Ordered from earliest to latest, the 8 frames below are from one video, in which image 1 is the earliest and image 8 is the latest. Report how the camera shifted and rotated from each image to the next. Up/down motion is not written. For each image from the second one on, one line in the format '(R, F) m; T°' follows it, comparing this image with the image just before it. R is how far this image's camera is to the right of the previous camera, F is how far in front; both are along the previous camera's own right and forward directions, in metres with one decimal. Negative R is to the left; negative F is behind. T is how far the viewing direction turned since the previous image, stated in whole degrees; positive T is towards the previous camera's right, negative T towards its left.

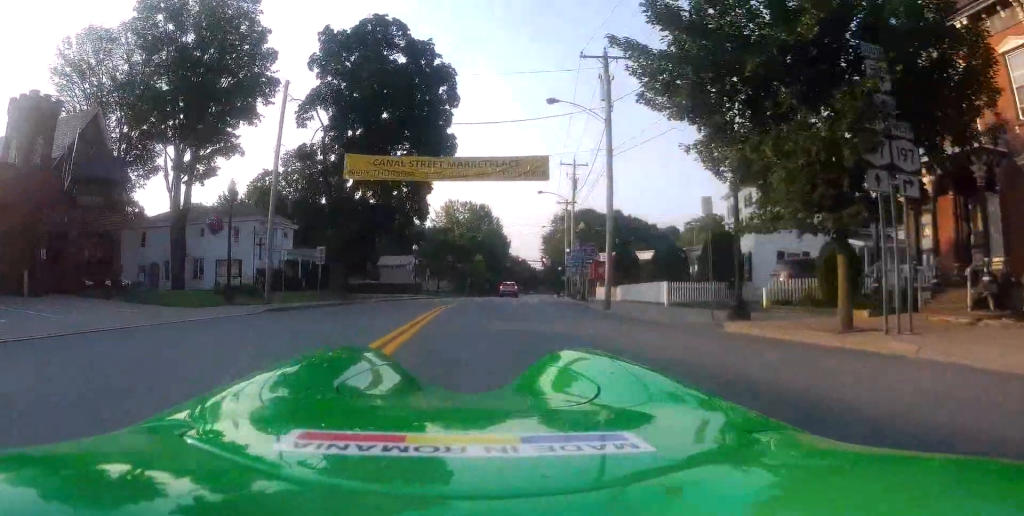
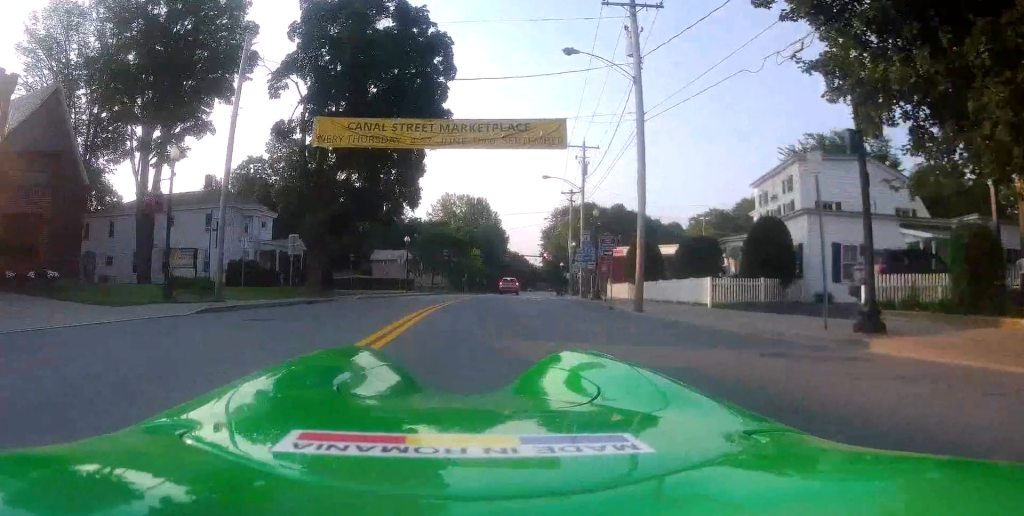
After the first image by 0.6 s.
(0.0, +5.1) m; +1°
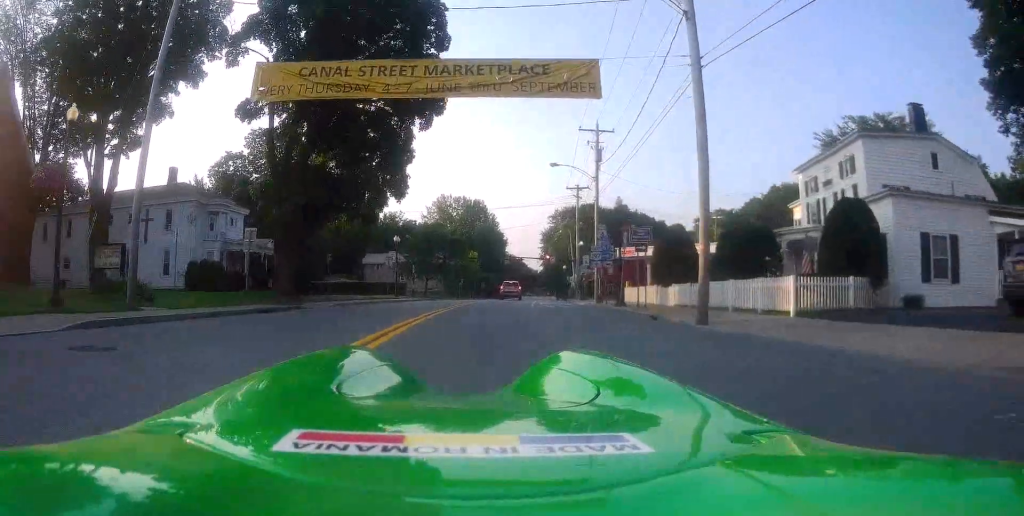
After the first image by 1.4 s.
(+0.2, +6.1) m; 0°
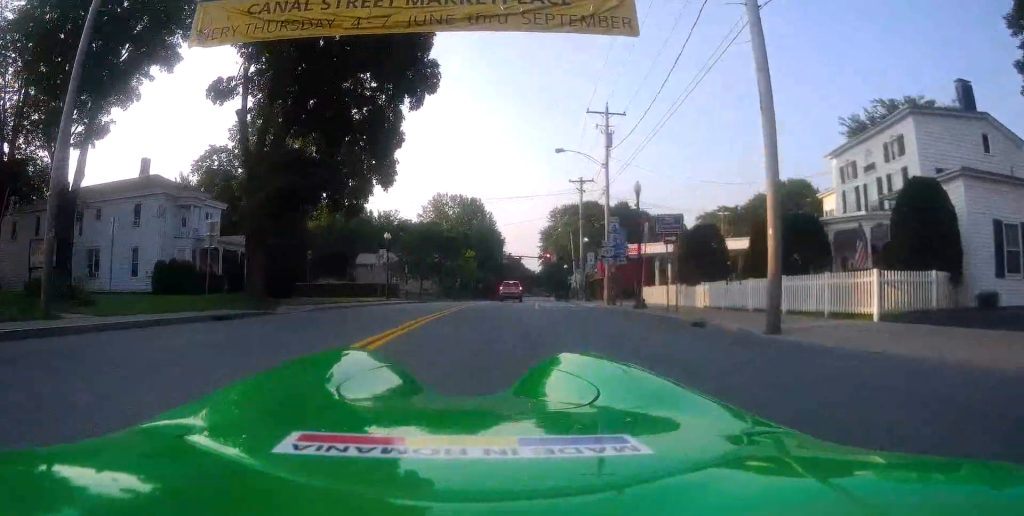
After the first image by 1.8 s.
(-0.1, +3.7) m; -1°
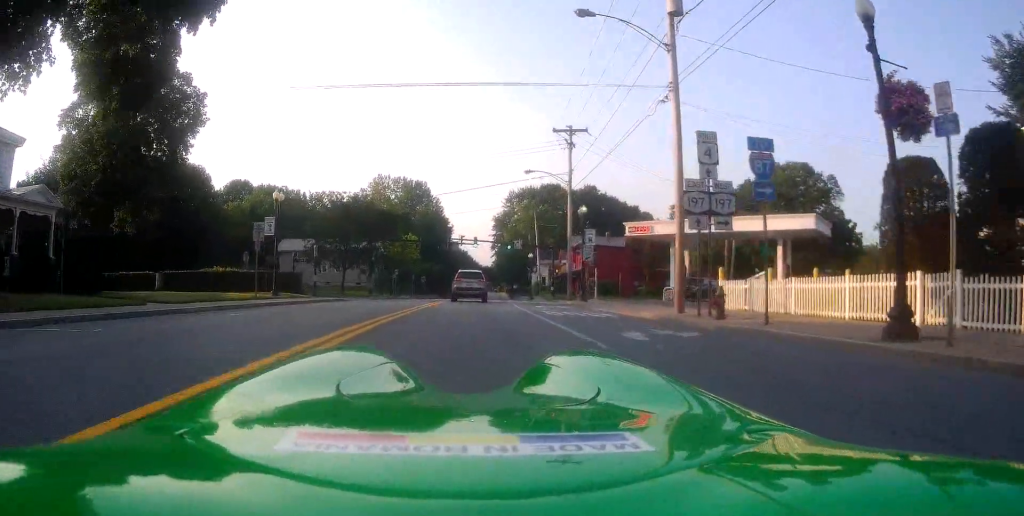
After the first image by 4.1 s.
(+0.4, +17.6) m; +8°
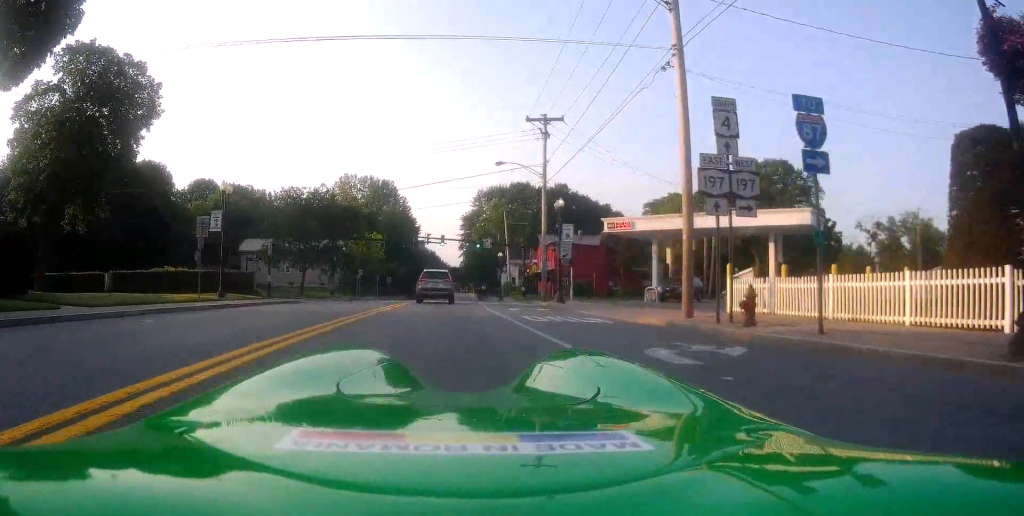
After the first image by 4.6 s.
(+0.1, +3.2) m; +3°
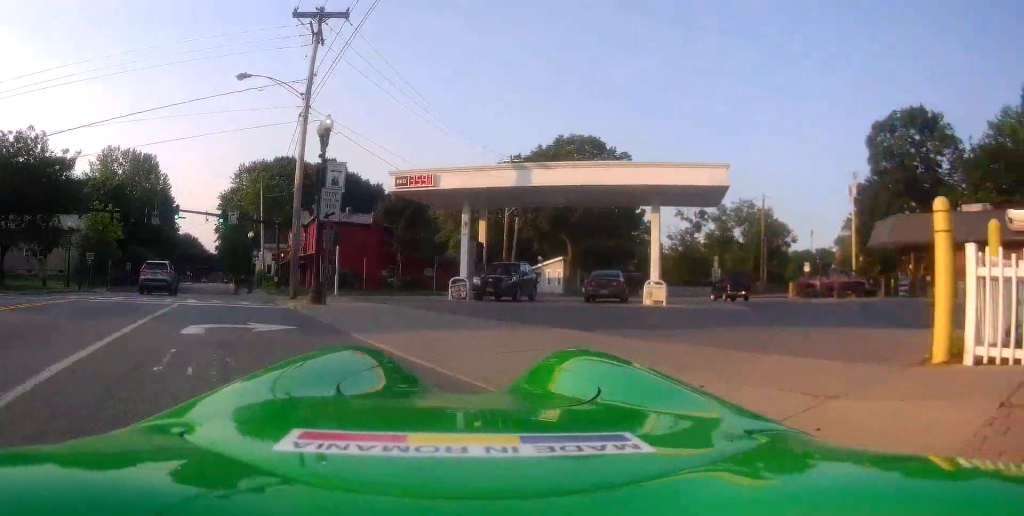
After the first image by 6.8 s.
(+2.3, +12.8) m; +25°
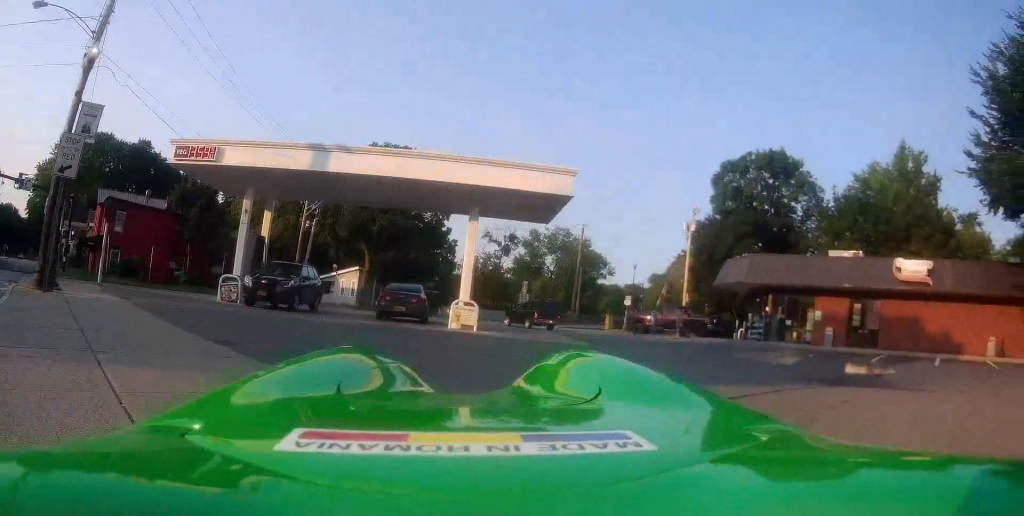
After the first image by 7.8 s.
(+0.4, +4.5) m; +17°
